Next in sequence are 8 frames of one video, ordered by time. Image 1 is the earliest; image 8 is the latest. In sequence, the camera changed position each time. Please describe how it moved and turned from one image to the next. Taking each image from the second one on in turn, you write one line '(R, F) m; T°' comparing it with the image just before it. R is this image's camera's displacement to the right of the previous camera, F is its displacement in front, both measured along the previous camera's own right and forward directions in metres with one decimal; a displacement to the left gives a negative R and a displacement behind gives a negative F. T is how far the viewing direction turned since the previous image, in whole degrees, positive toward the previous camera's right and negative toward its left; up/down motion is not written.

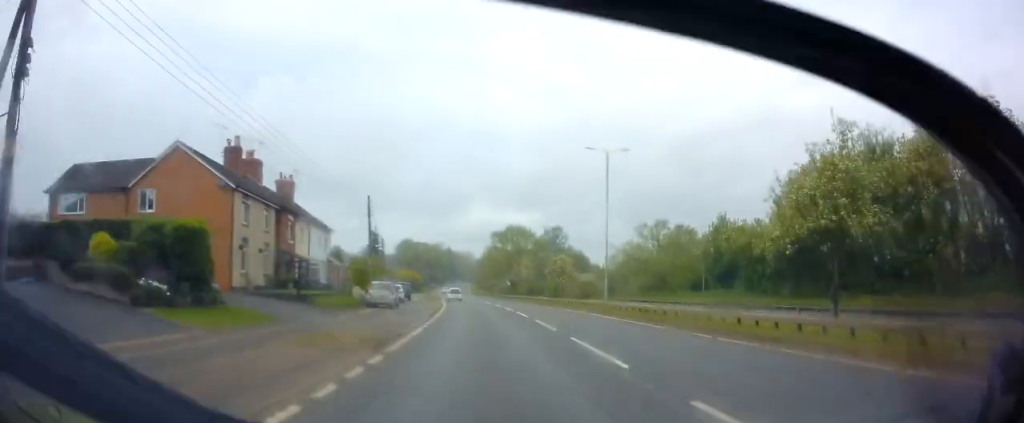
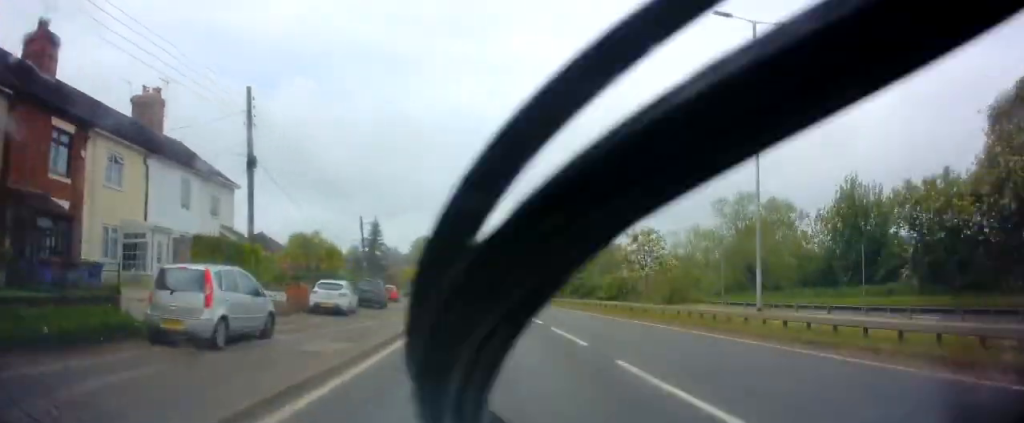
(-0.7, +23.0) m; -2°
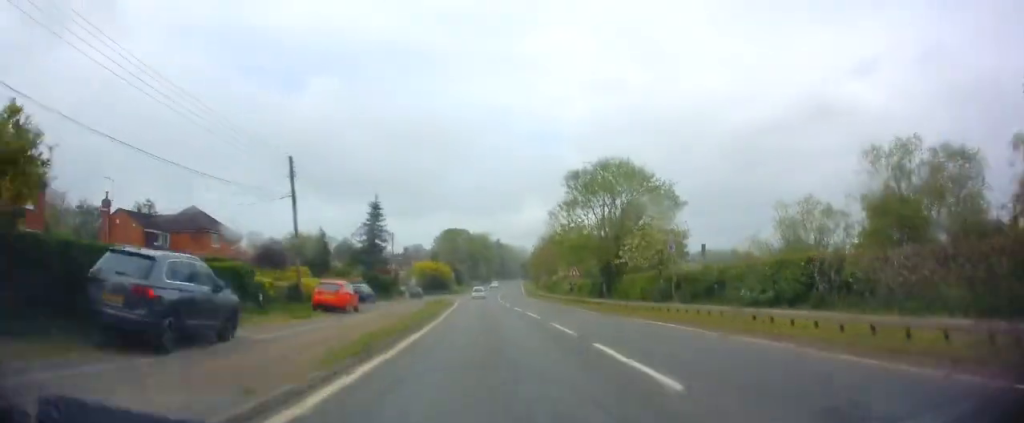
(-0.7, +23.8) m; -3°
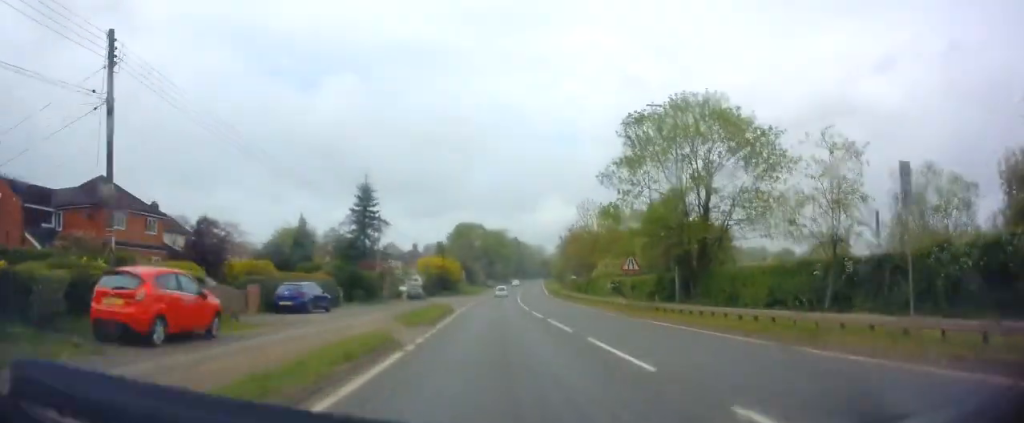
(-0.2, +16.2) m; -1°
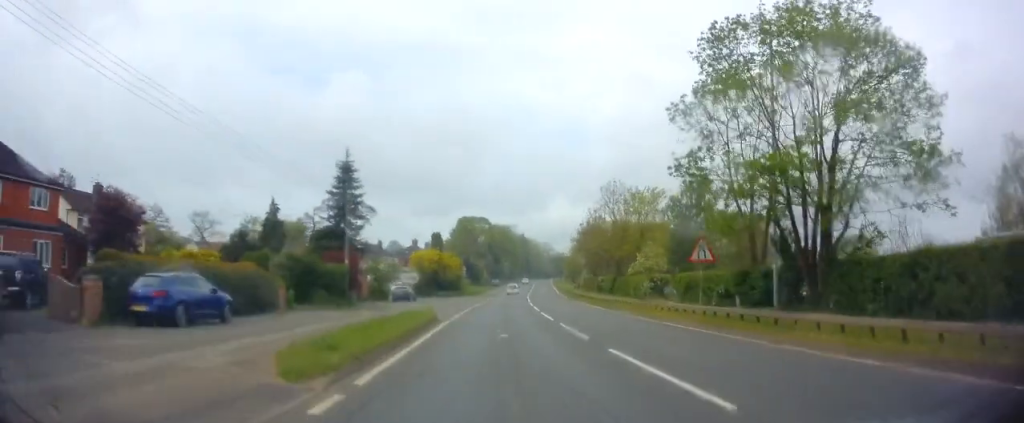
(0.0, +11.9) m; 0°
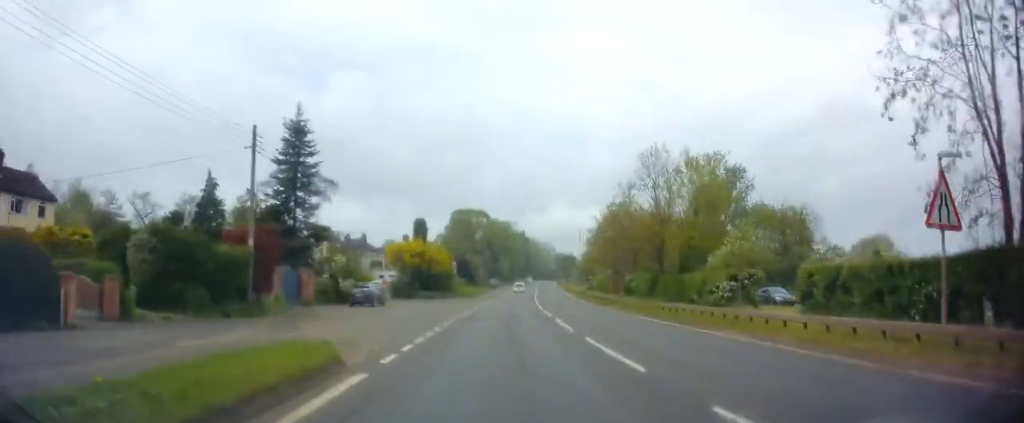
(-0.1, +14.9) m; 0°
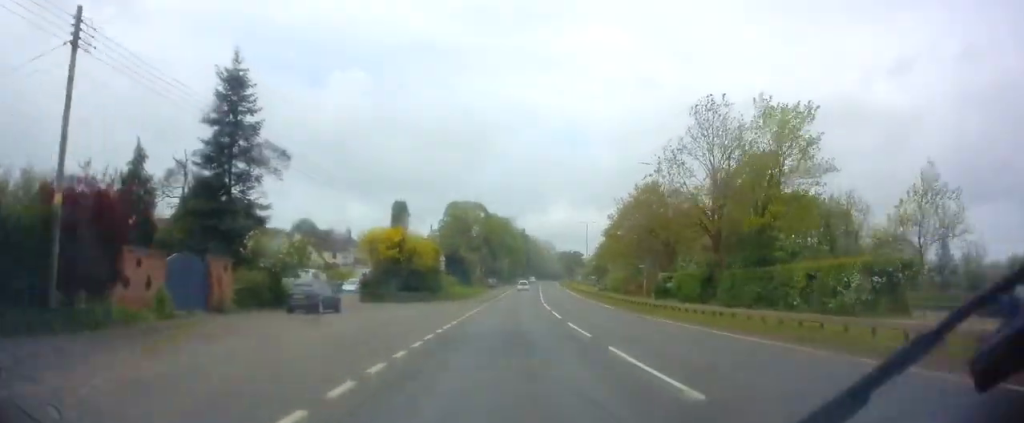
(+0.1, +11.4) m; 0°
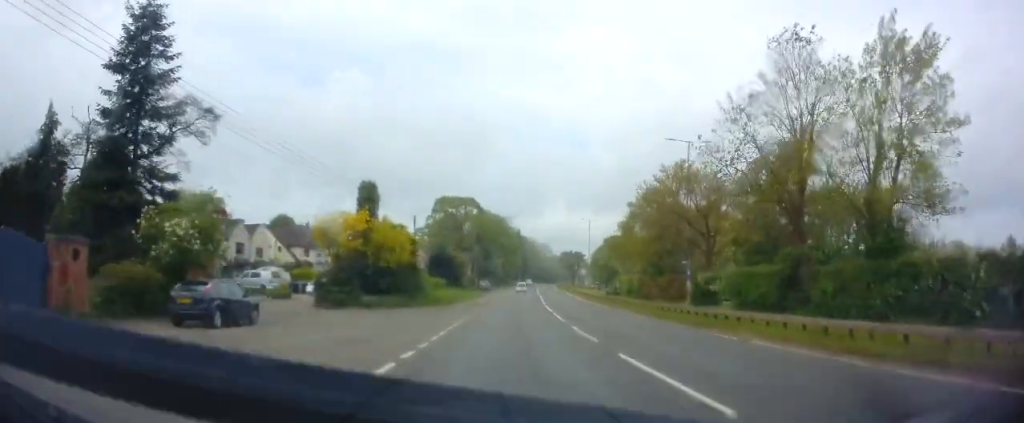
(0.0, +9.7) m; +1°
